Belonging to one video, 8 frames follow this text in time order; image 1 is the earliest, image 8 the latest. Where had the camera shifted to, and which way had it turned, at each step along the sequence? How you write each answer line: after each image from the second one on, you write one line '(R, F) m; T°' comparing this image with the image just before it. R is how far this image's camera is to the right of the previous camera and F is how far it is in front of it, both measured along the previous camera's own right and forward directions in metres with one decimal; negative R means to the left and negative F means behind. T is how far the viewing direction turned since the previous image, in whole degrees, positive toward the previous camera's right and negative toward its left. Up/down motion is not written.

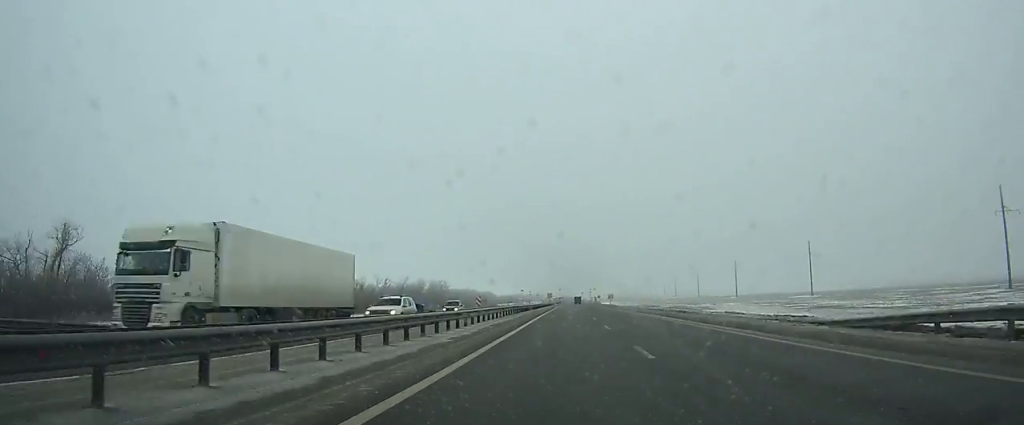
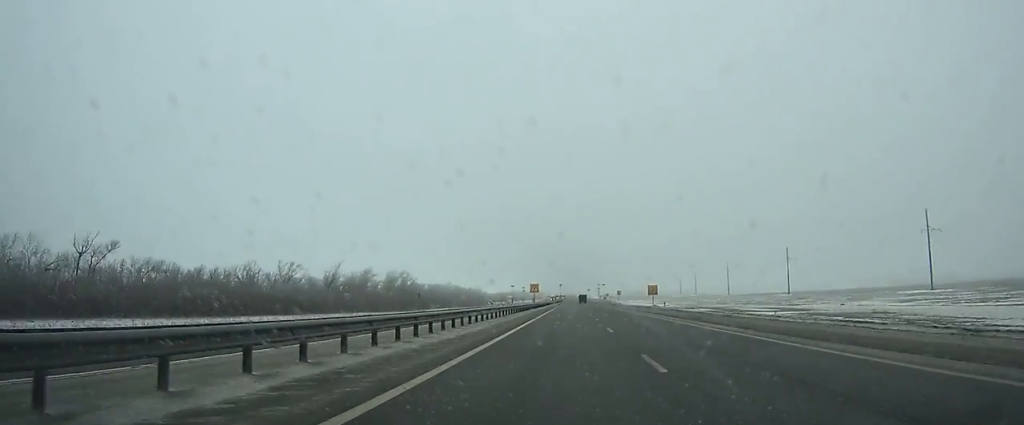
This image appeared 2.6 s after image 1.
(-0.1, +68.6) m; 0°
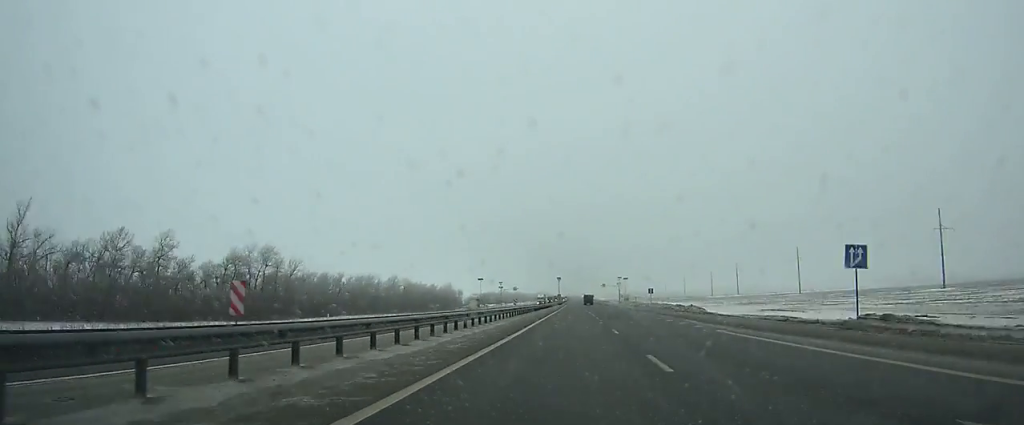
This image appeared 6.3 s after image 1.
(-0.2, +98.8) m; 0°
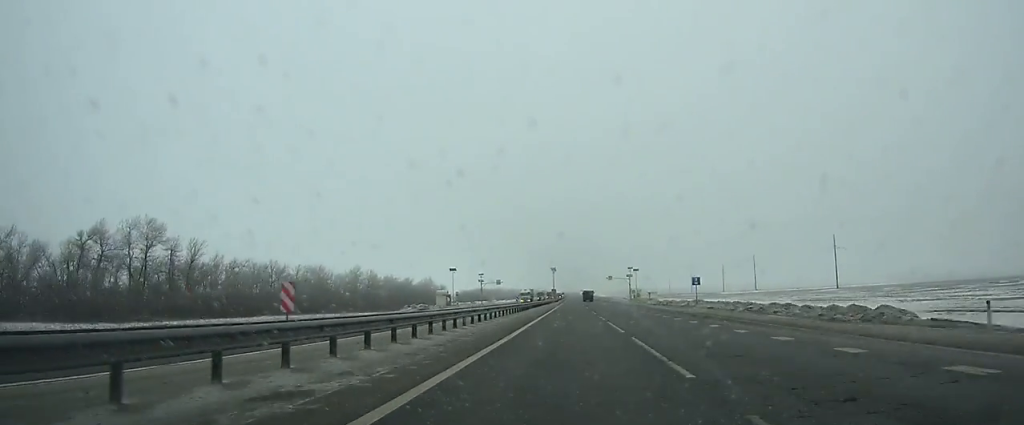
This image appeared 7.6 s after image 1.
(0.0, +35.7) m; 0°
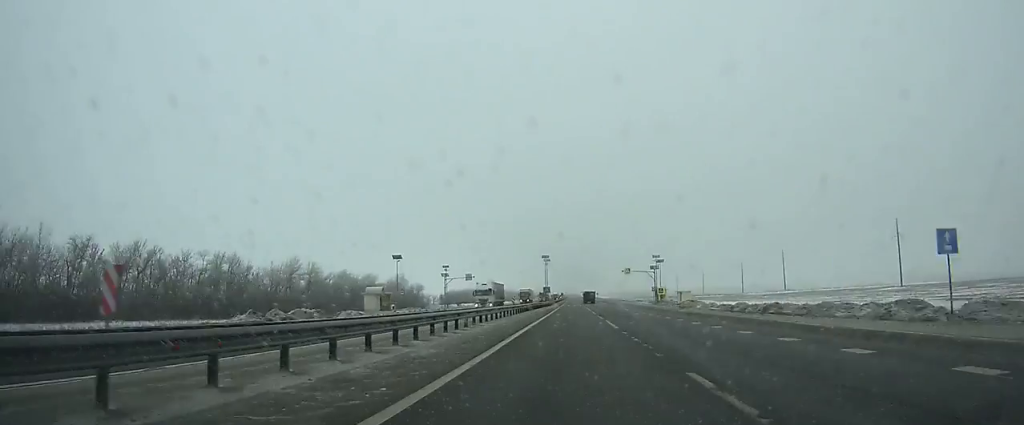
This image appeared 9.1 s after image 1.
(+0.1, +43.4) m; 0°
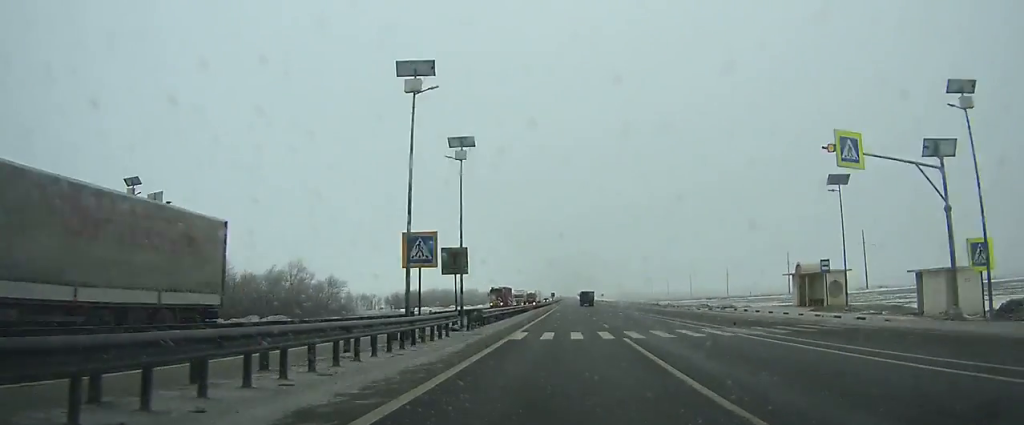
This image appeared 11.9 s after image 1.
(+0.1, +82.3) m; 0°
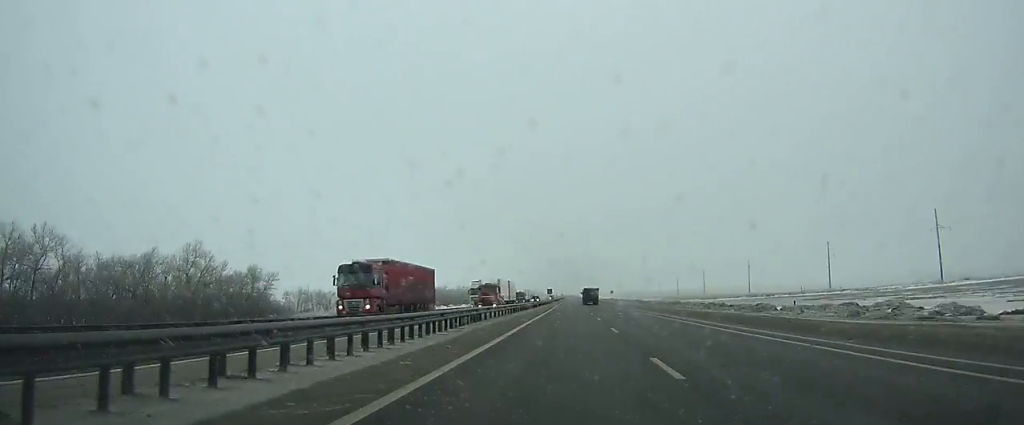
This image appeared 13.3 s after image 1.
(+0.1, +41.9) m; 0°
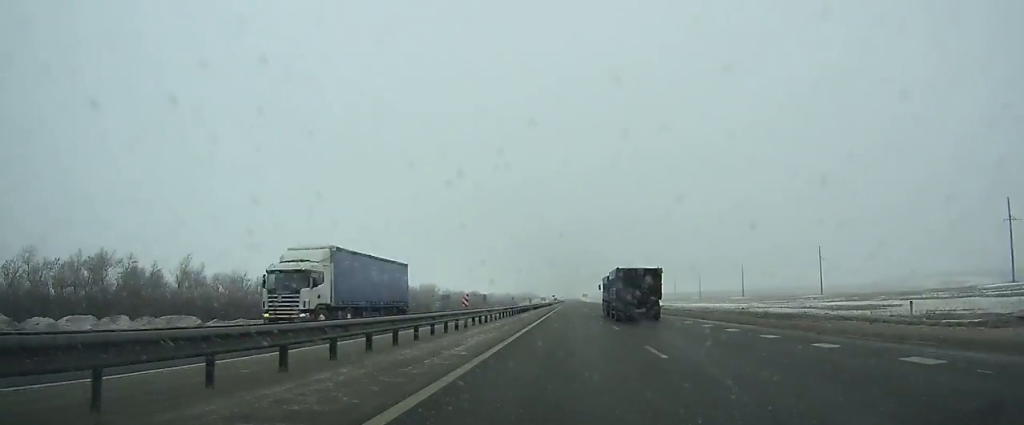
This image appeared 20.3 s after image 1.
(-0.2, +214.5) m; 0°
